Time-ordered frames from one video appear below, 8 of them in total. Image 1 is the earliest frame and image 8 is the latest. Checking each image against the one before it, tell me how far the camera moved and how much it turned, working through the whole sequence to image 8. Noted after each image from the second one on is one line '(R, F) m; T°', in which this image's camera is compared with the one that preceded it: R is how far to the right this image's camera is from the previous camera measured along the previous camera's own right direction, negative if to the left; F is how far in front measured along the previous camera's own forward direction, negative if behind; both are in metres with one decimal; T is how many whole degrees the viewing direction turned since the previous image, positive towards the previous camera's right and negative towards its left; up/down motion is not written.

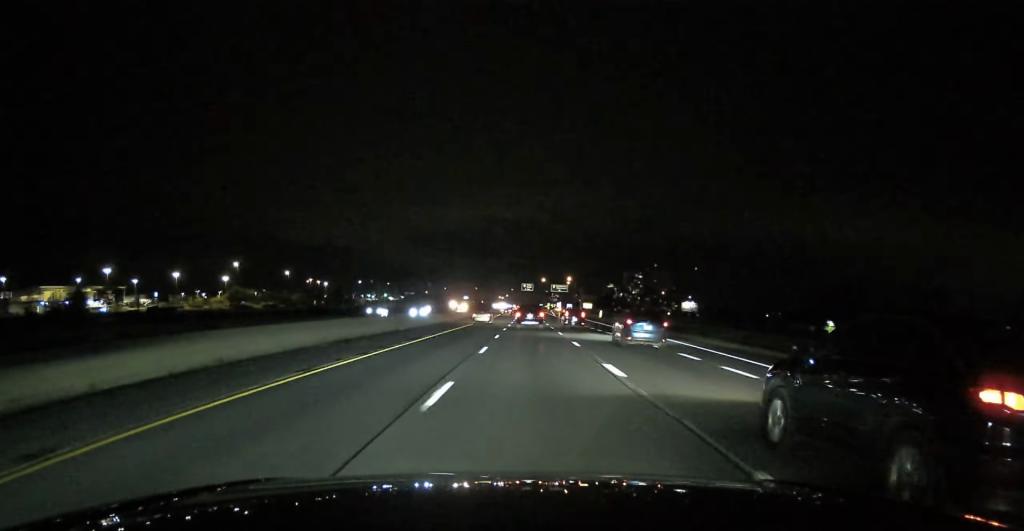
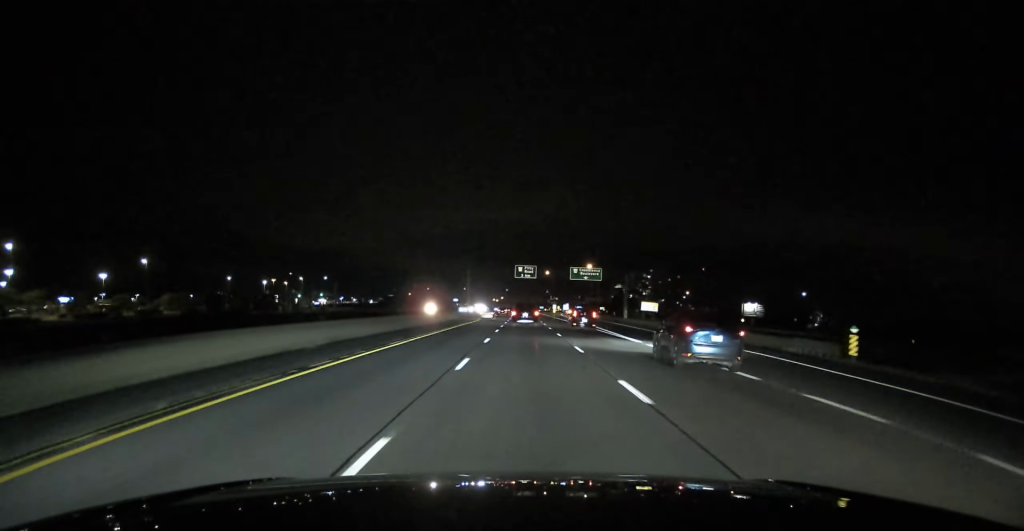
(+0.2, +94.7) m; 0°
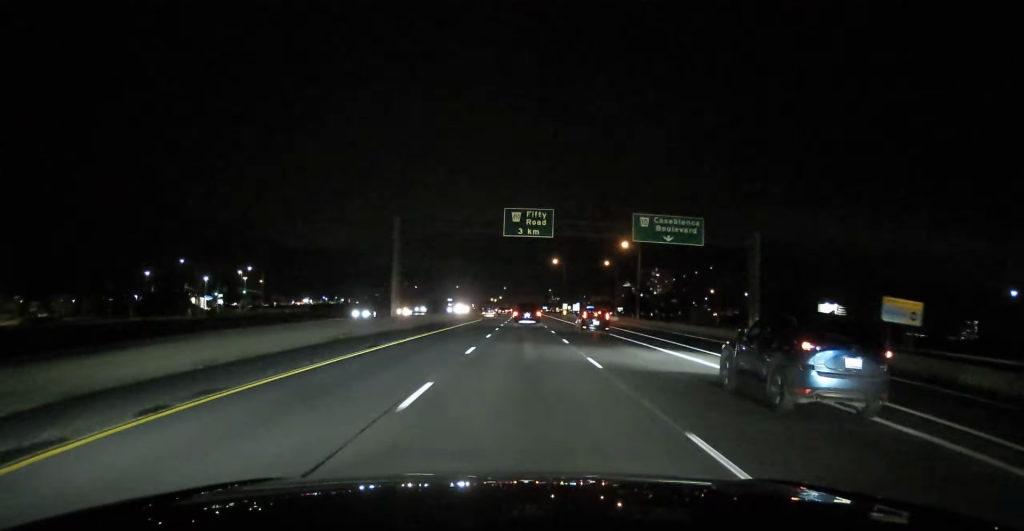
(-0.1, +63.2) m; 0°
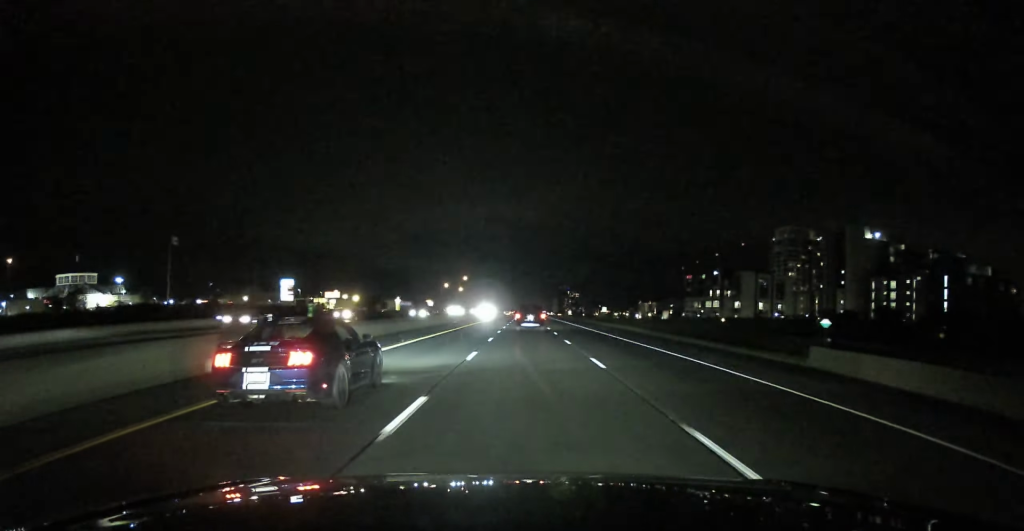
(-2.2, +530.0) m; 0°
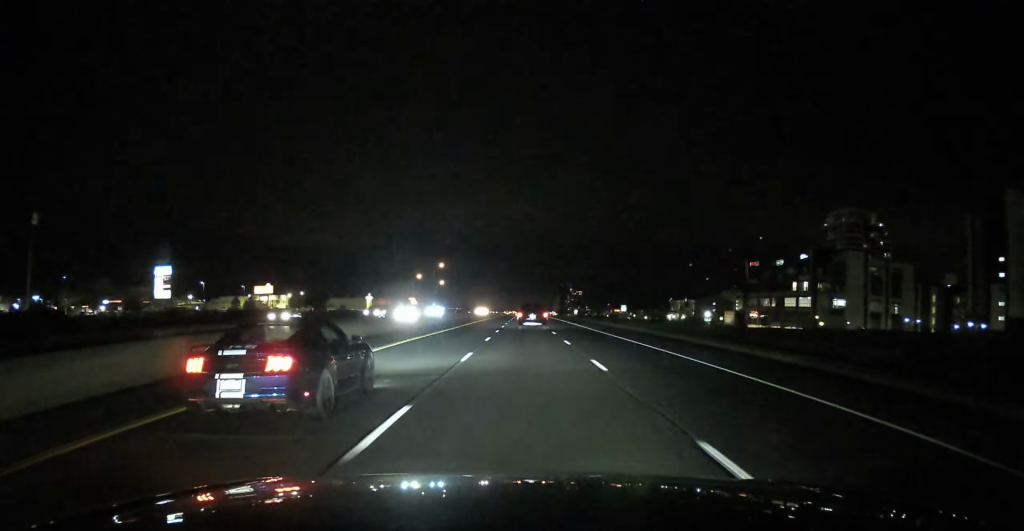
(+0.2, +86.5) m; 0°
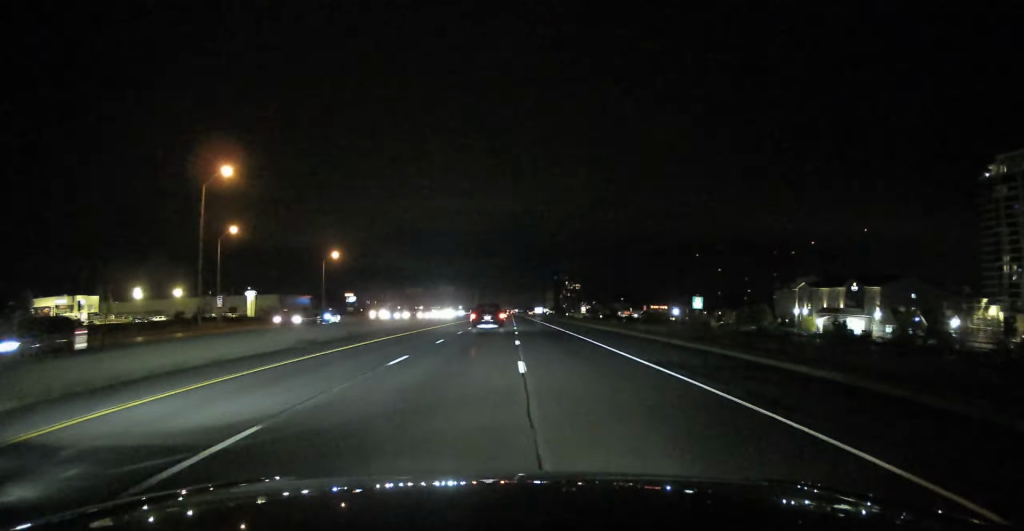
(+1.0, +160.8) m; 0°
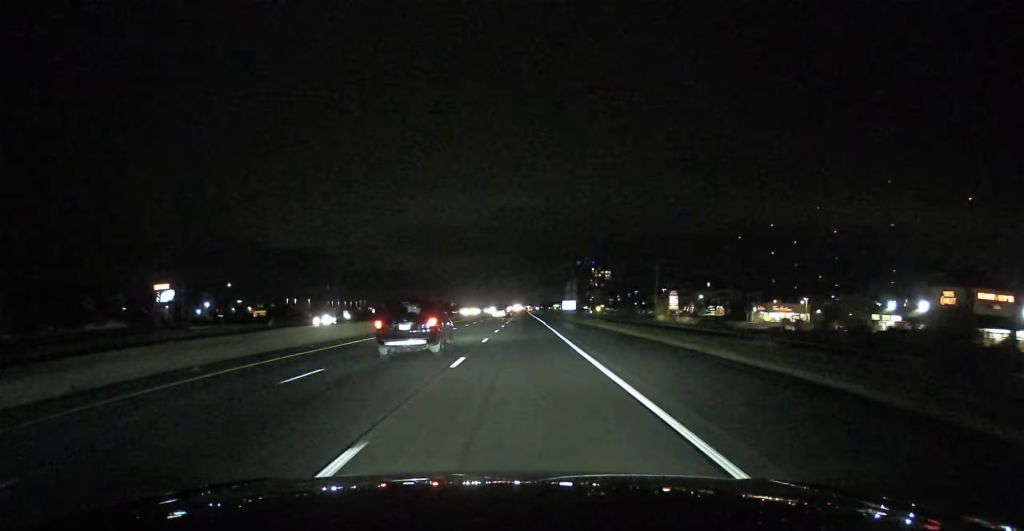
(-1.0, +204.3) m; 0°
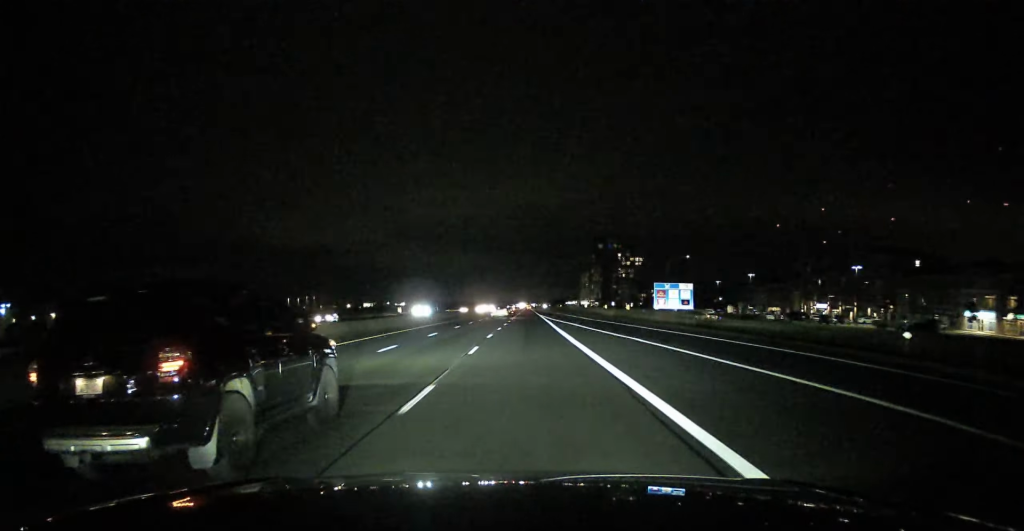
(-0.4, +156.0) m; 0°
